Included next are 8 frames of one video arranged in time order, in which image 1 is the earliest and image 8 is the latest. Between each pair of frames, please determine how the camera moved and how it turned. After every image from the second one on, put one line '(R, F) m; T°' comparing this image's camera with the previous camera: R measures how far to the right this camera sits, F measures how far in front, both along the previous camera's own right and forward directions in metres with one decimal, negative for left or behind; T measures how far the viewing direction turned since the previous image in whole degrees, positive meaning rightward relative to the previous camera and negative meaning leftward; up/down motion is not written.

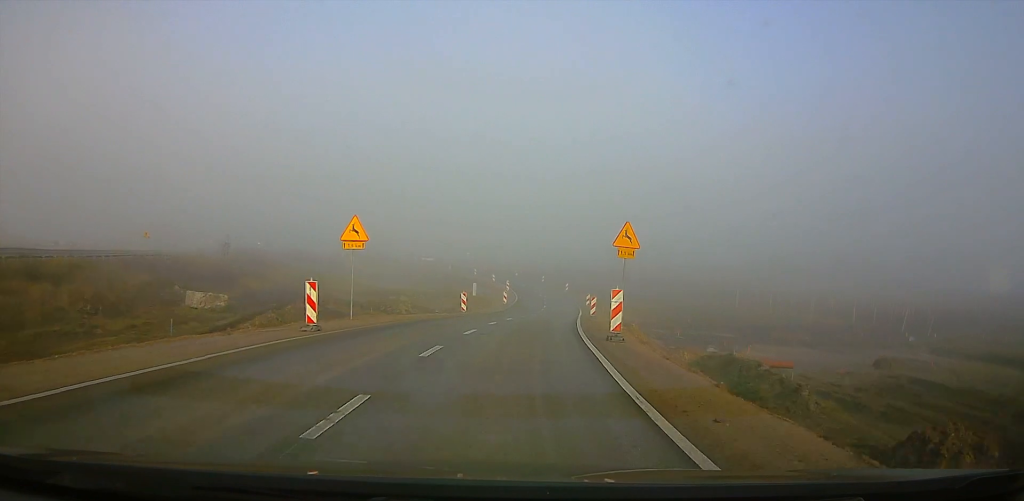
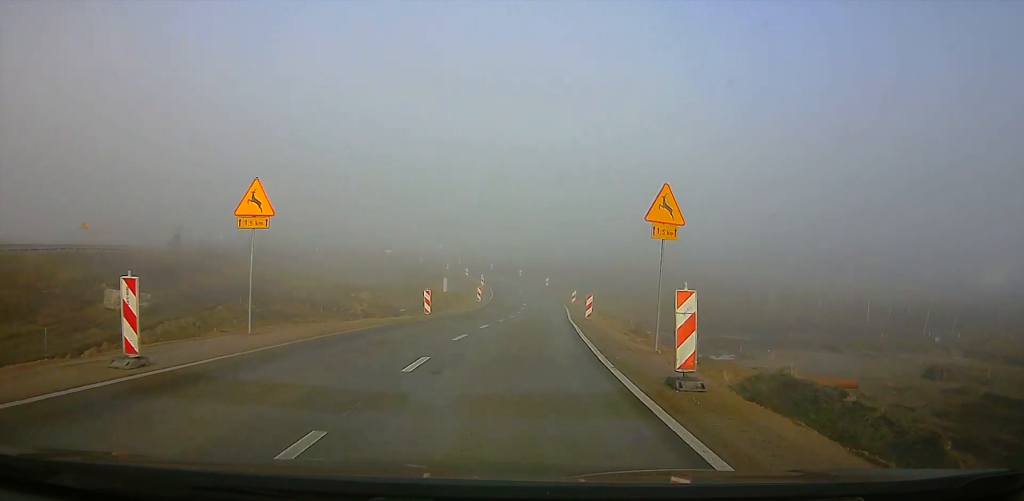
(+0.2, +6.6) m; +2°
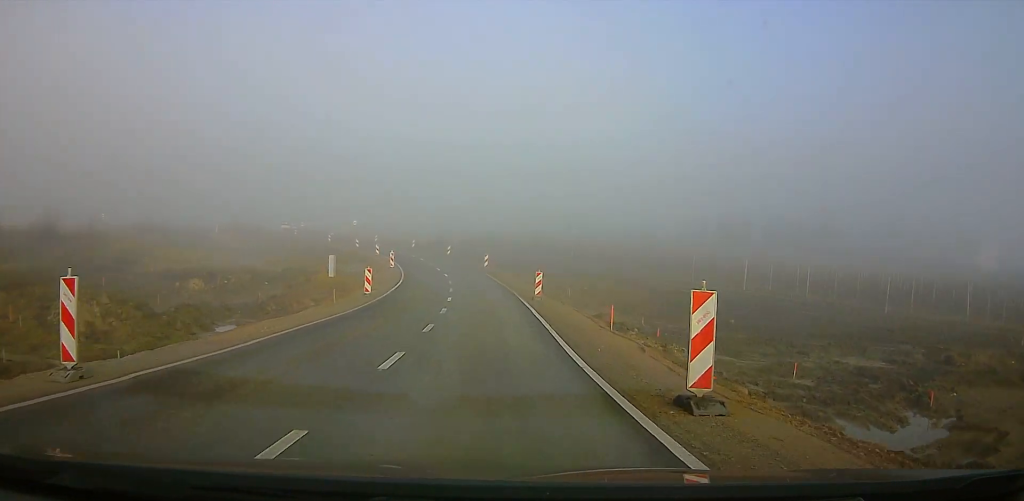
(+0.9, +24.7) m; +3°
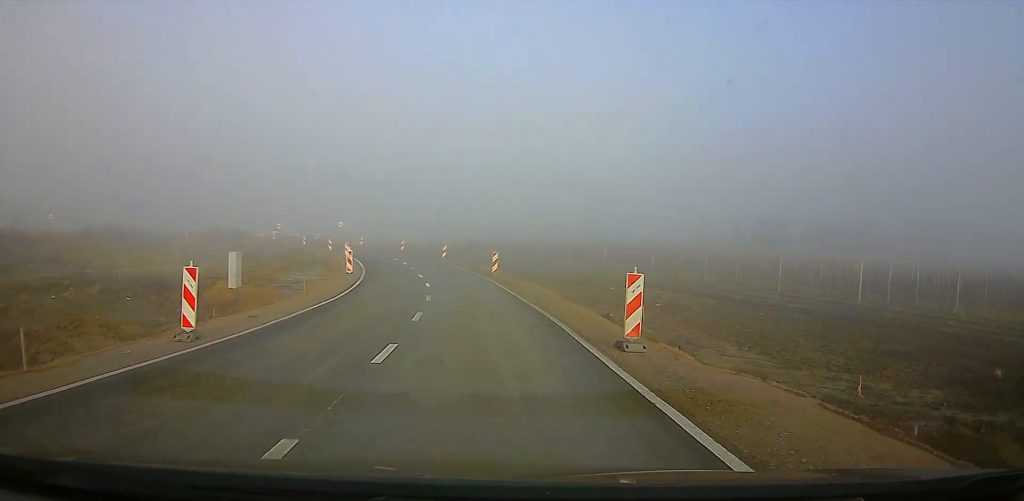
(+0.5, +17.9) m; +2°
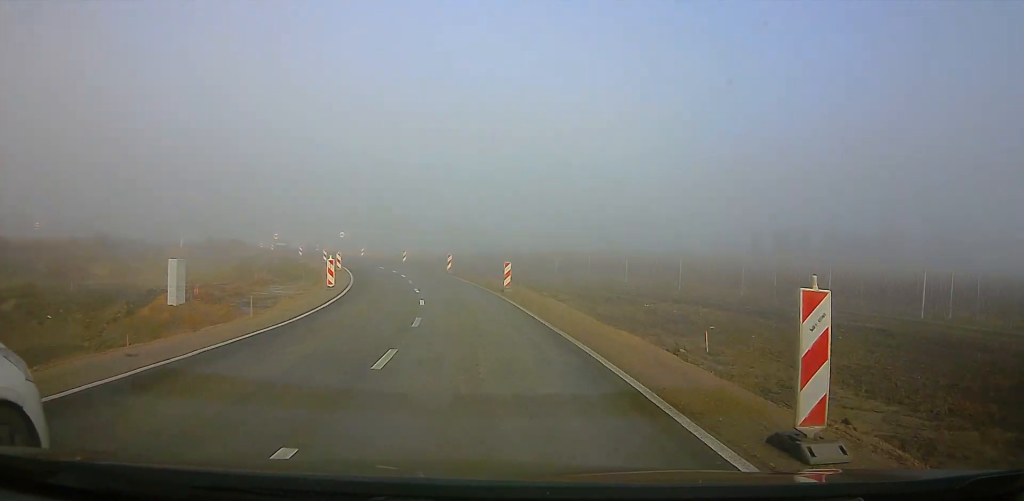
(+0.1, +6.4) m; 0°
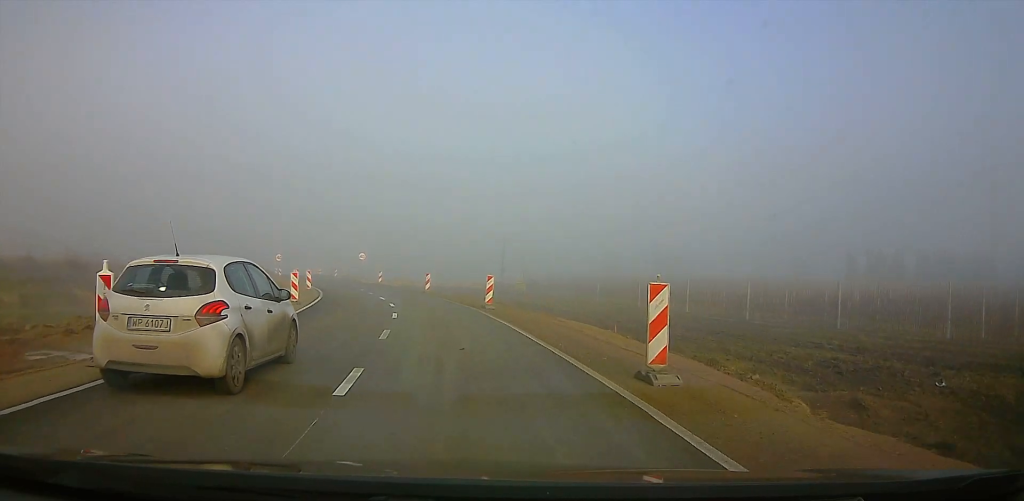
(-0.8, +17.3) m; -5°
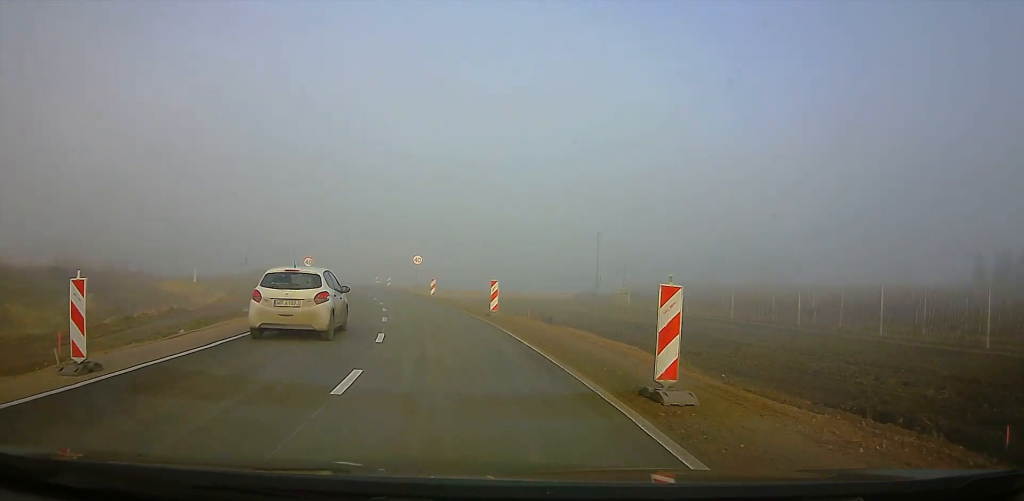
(-0.5, +16.0) m; -5°
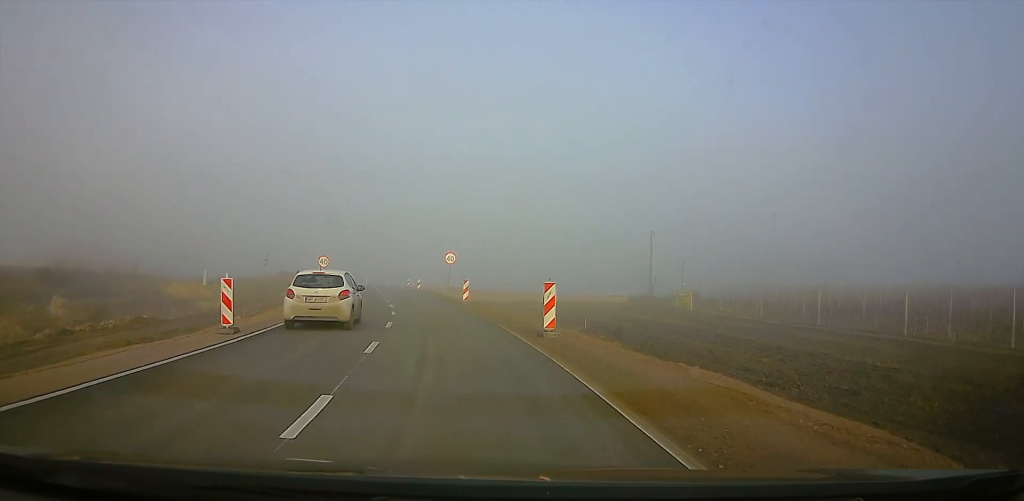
(-0.2, +8.1) m; -4°
